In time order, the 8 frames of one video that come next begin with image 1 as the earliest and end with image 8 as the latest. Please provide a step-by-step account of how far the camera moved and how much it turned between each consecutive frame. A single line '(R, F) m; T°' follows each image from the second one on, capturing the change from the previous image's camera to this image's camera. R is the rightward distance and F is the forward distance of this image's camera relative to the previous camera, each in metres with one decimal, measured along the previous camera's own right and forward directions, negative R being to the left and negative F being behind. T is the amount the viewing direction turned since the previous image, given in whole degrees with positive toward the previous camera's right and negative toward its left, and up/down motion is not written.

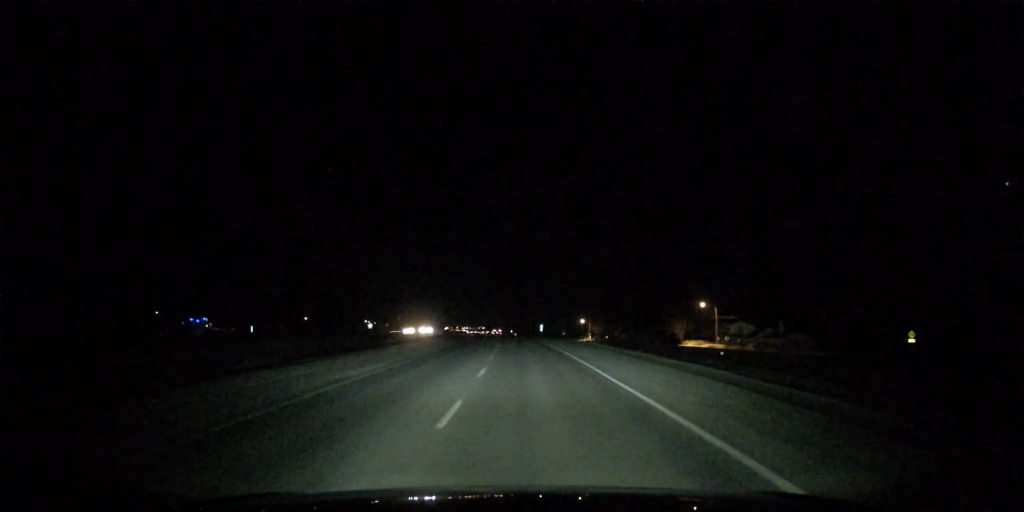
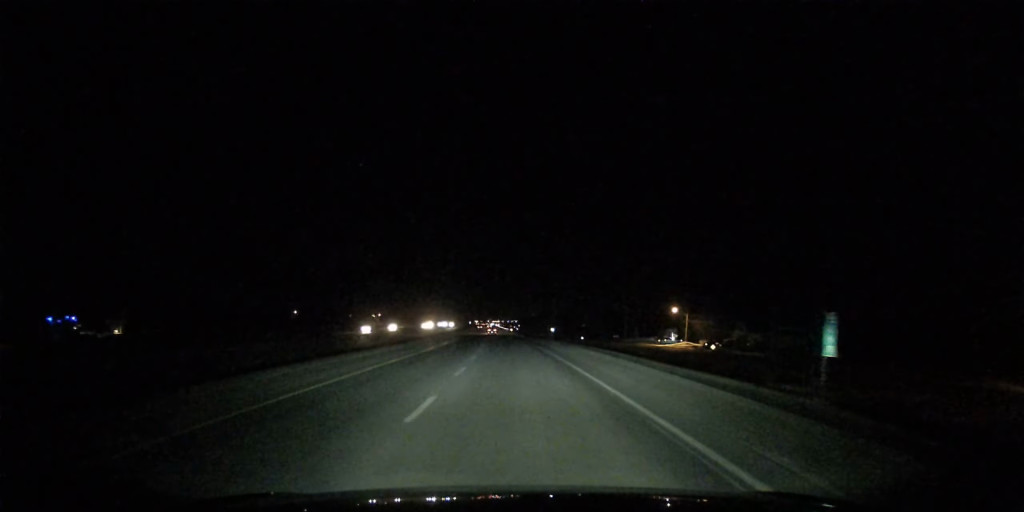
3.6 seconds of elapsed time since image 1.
(-3.2, +107.4) m; -3°
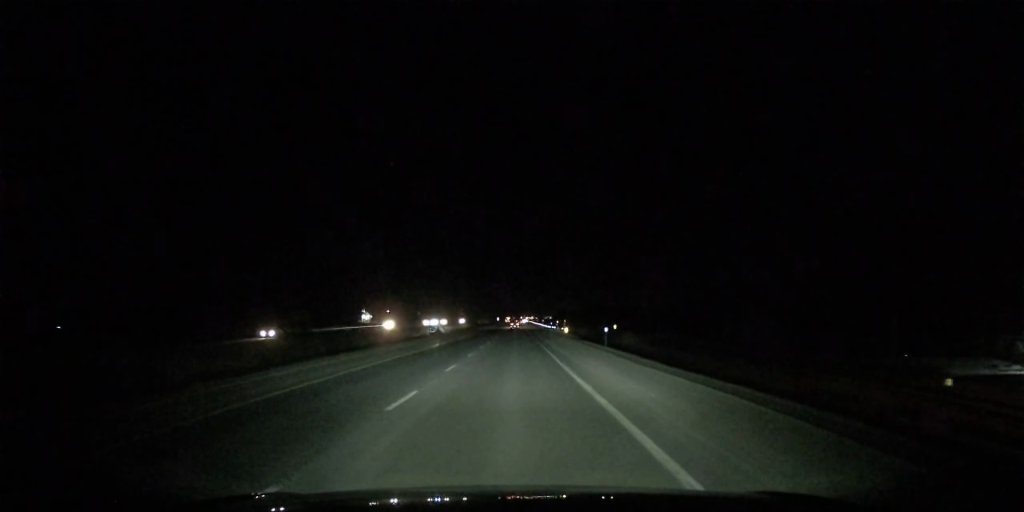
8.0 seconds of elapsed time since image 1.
(-3.5, +134.8) m; -2°
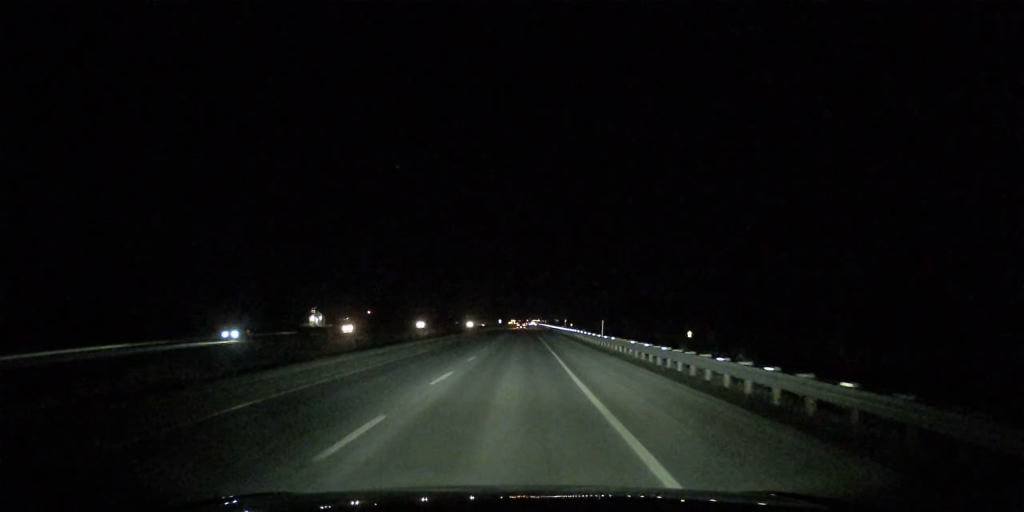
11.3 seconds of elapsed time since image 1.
(-1.0, +105.1) m; -1°
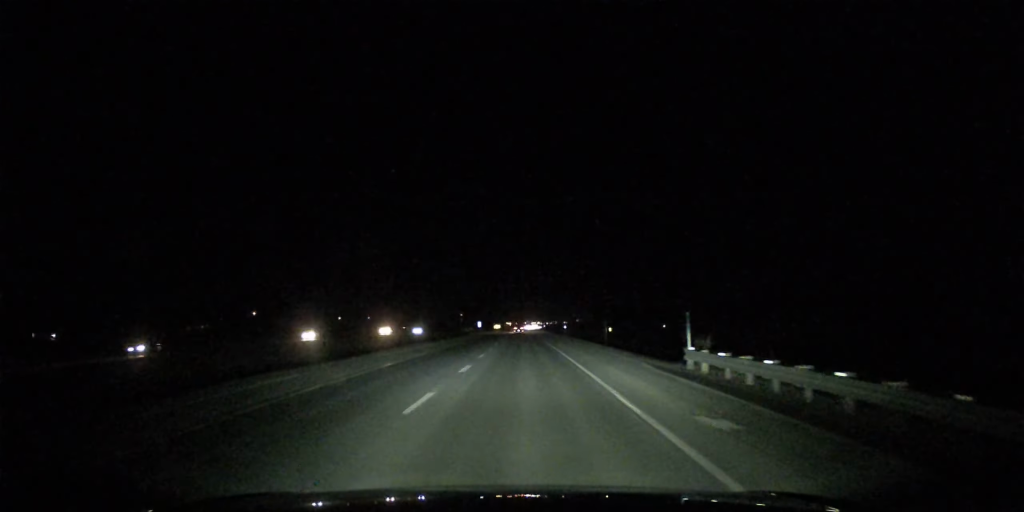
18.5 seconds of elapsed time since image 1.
(-0.6, +232.9) m; 0°
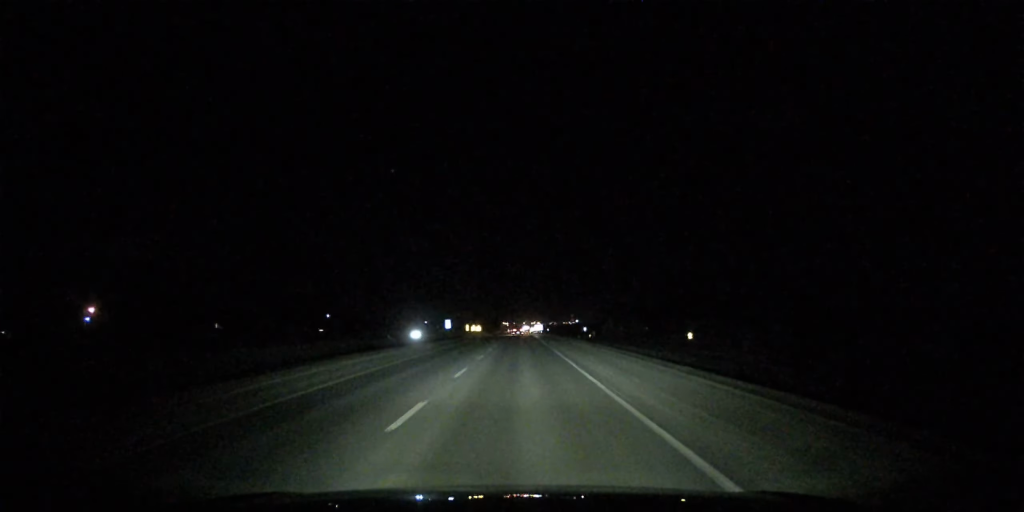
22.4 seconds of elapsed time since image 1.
(+0.3, +127.6) m; 0°
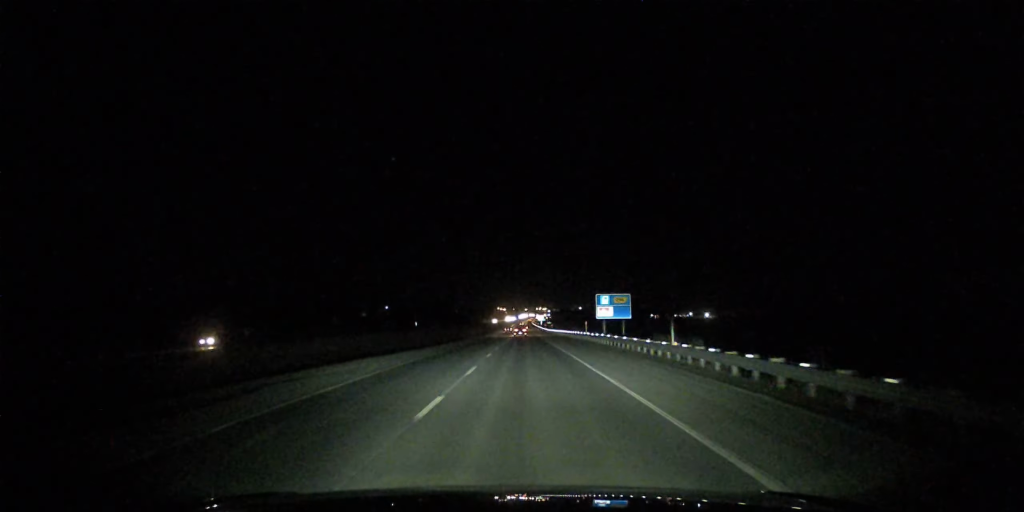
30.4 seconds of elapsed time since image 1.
(-0.2, +259.9) m; 0°
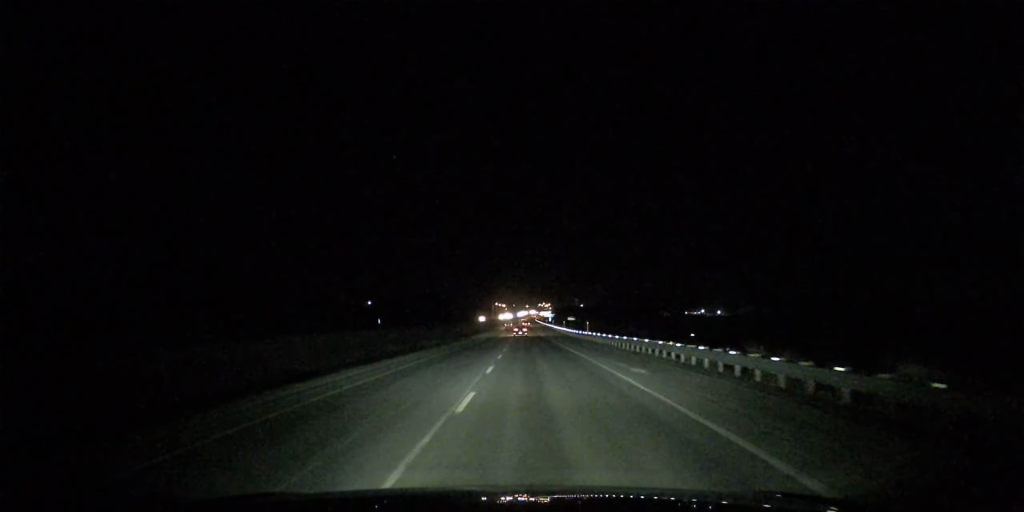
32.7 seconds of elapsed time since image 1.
(0.0, +73.5) m; 0°
